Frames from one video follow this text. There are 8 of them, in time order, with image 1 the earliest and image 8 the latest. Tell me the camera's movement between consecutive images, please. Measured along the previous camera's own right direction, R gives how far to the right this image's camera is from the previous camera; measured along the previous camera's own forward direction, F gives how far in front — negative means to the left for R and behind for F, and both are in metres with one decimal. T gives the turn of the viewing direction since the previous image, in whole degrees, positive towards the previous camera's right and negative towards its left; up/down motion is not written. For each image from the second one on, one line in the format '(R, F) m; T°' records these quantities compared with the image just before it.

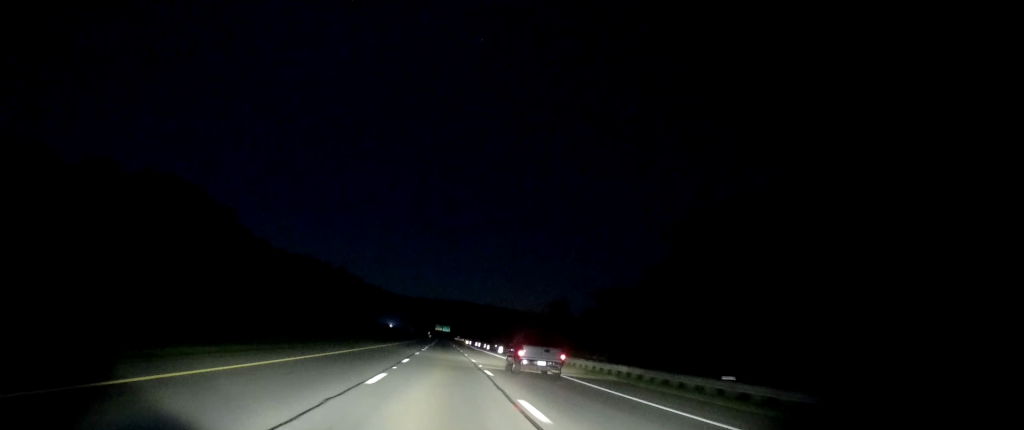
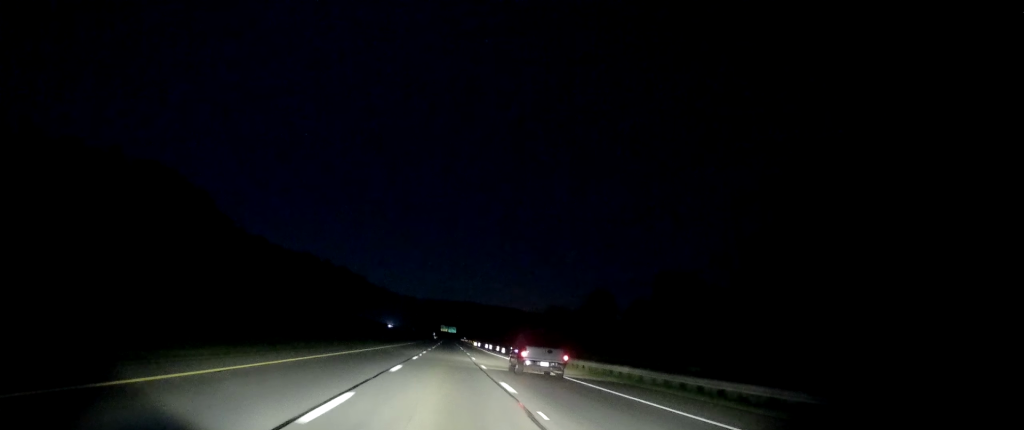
(-0.1, +18.8) m; -1°
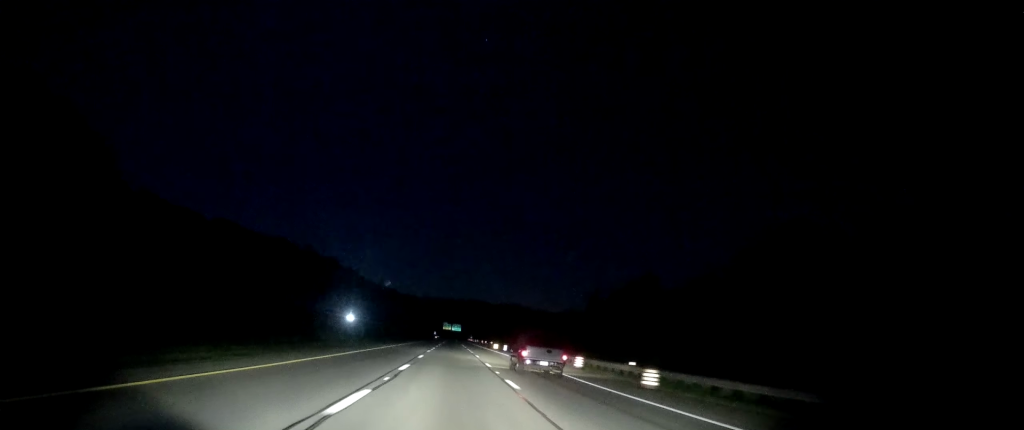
(-0.7, +60.6) m; -1°
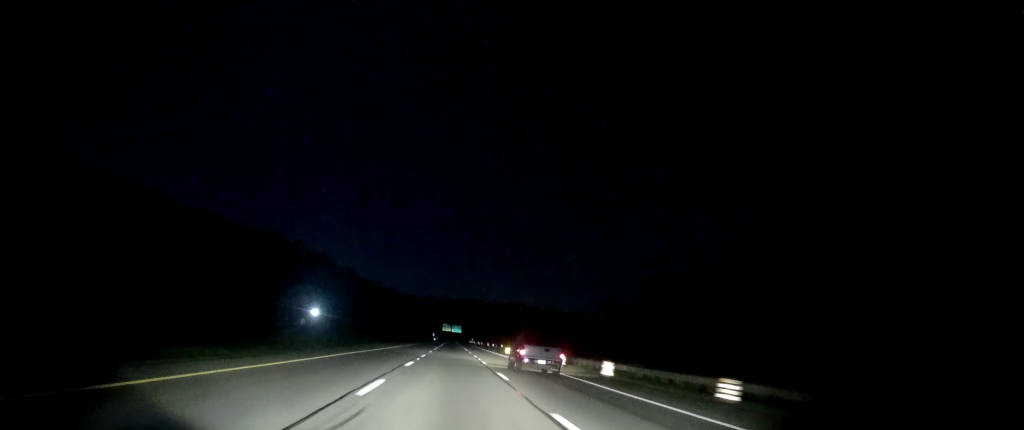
(-0.2, +21.8) m; 0°
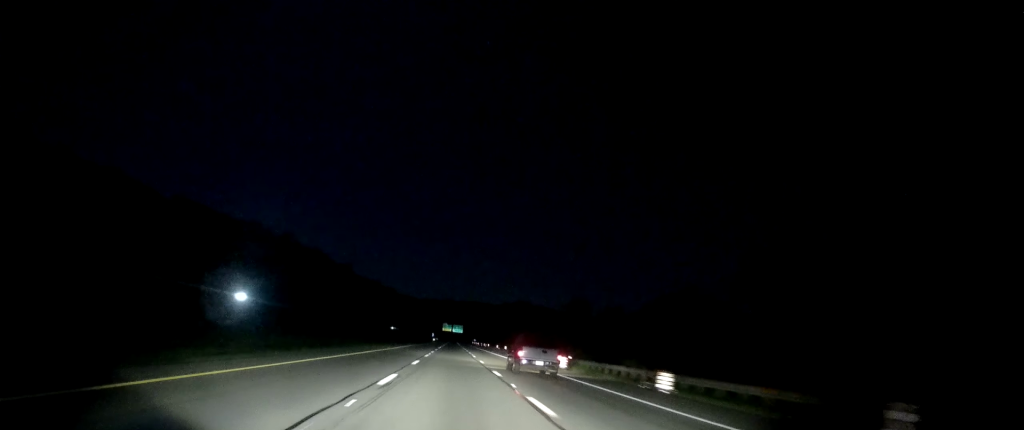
(+0.2, +21.6) m; 0°
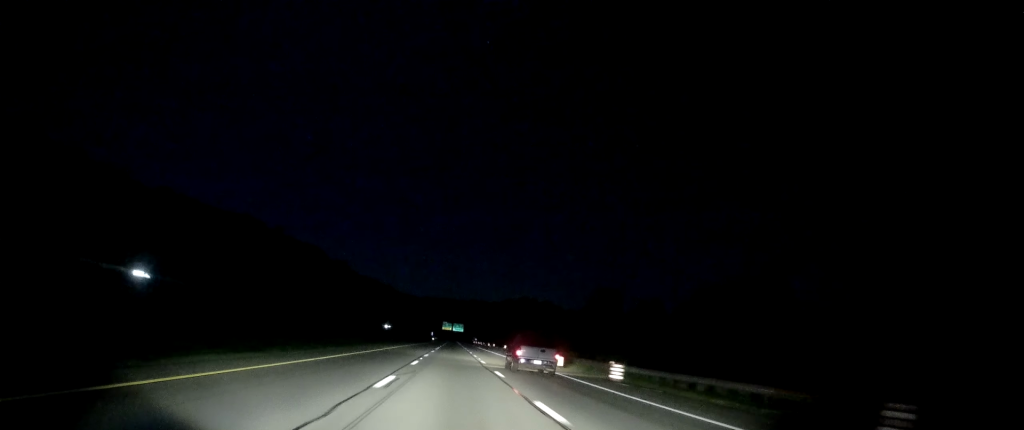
(+0.1, +14.3) m; 0°
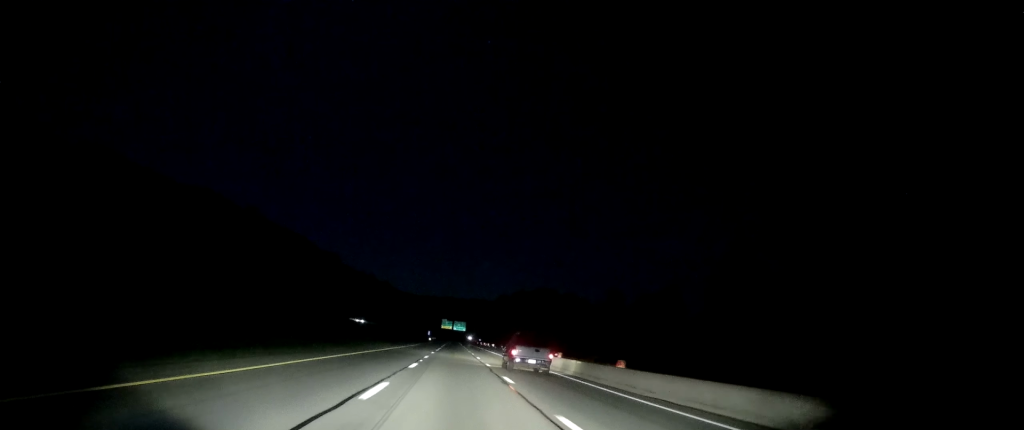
(-0.7, +39.4) m; -1°
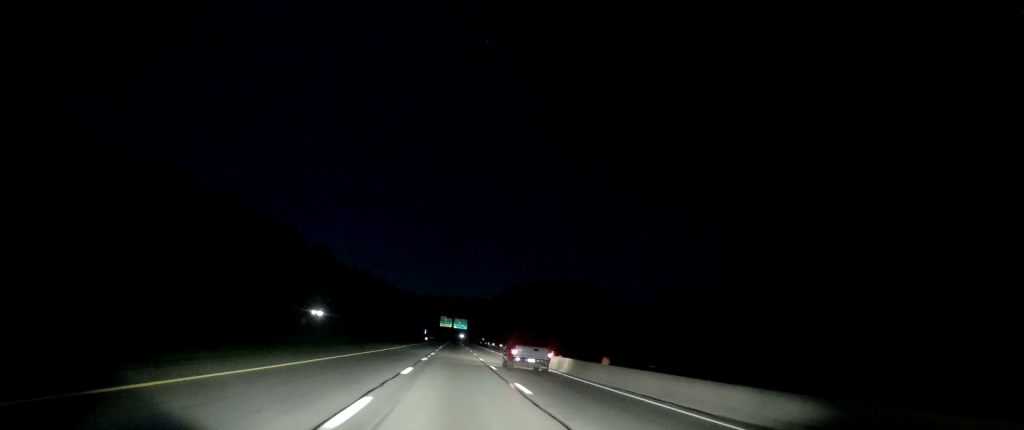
(0.0, +28.2) m; 0°
